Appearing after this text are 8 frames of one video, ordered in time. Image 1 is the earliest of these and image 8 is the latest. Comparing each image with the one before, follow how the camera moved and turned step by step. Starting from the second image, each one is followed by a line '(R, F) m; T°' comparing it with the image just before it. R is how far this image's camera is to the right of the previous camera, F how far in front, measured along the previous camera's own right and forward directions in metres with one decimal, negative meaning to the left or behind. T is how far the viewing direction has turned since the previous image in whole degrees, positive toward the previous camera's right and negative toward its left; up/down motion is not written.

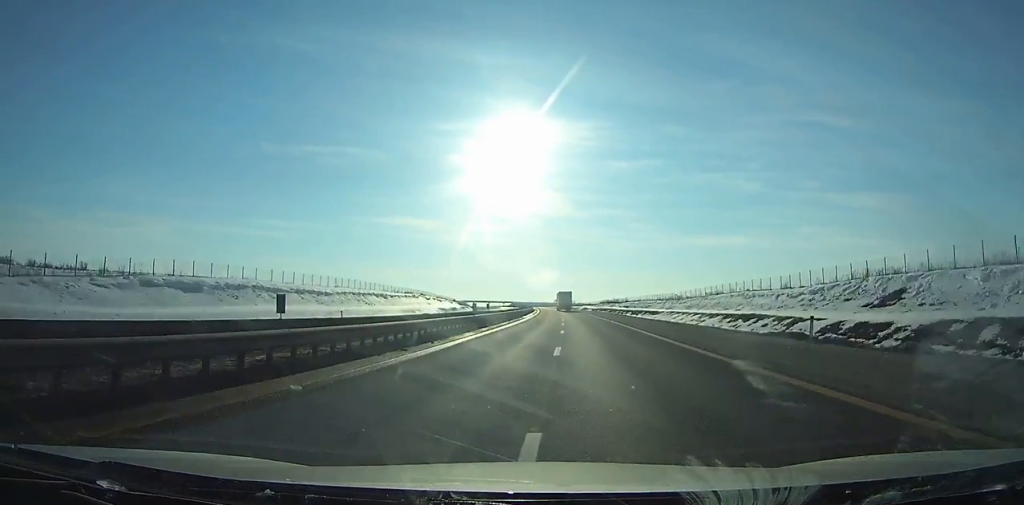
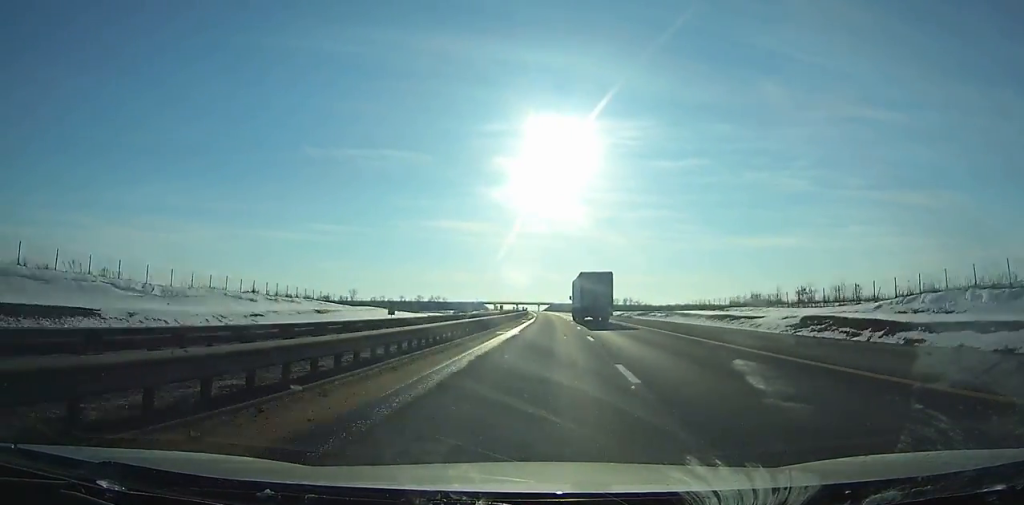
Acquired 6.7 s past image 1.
(-10.3, +230.4) m; -5°
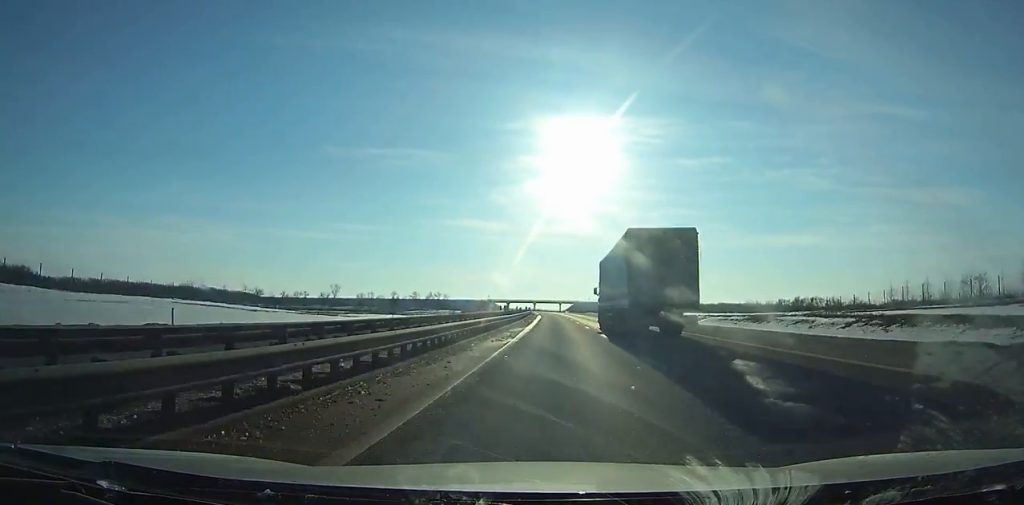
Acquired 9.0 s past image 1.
(-1.4, +80.0) m; -2°
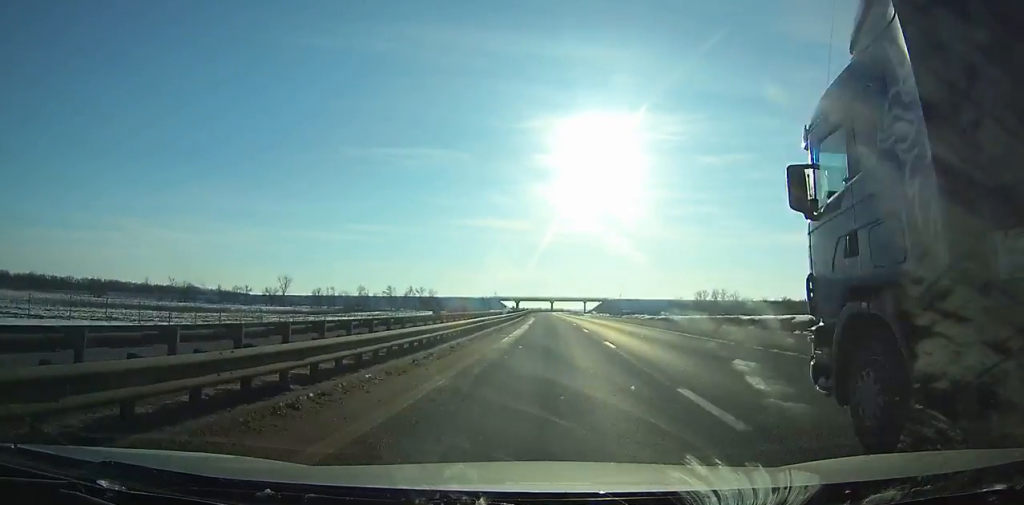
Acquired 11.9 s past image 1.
(-2.0, +101.3) m; -2°
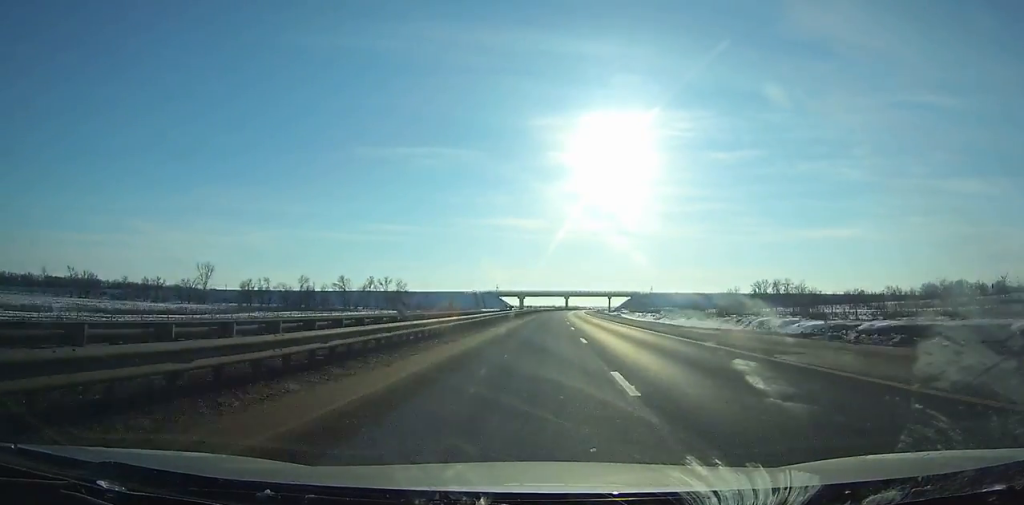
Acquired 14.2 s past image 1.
(-0.9, +80.8) m; 0°
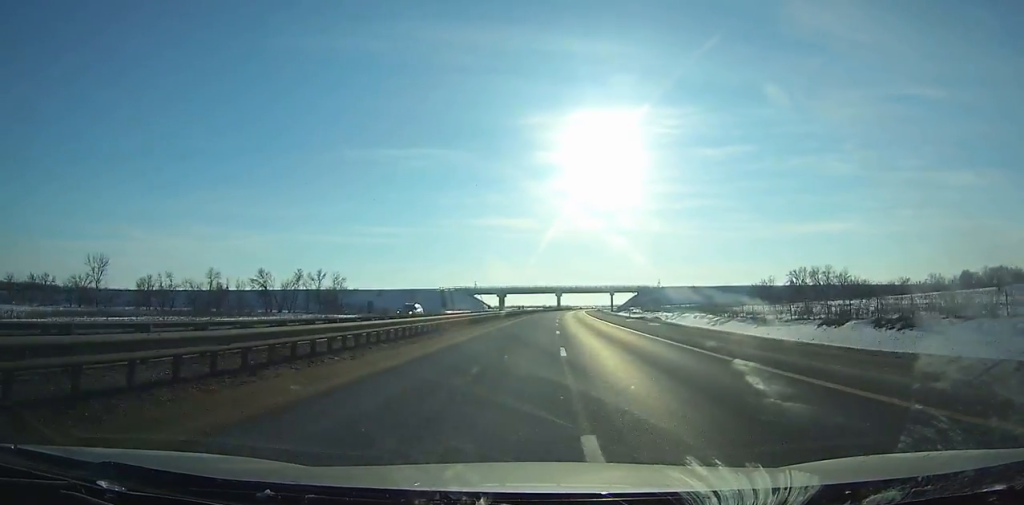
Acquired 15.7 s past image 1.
(0.0, +53.0) m; +1°
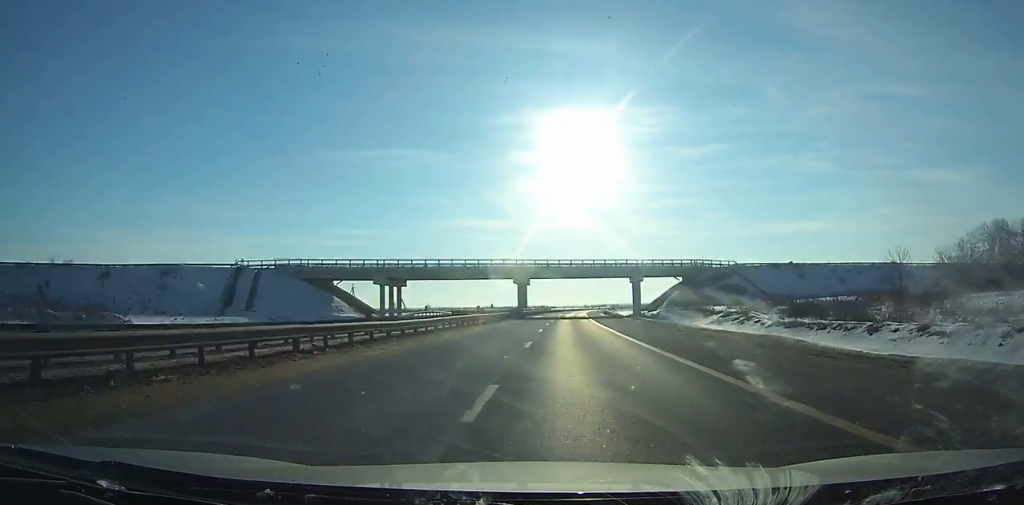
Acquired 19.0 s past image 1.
(+1.9, +117.1) m; +2°
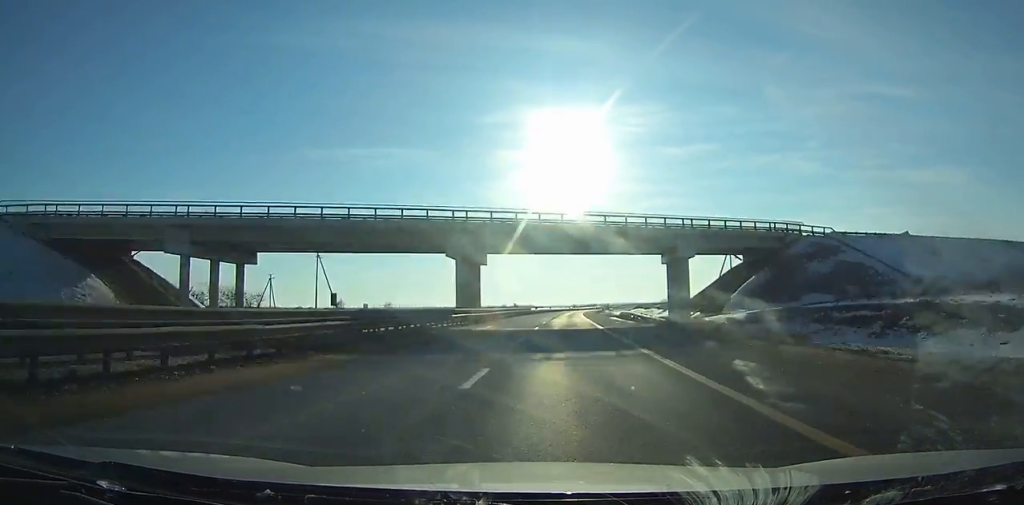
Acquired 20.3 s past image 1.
(+0.4, +46.1) m; +1°
